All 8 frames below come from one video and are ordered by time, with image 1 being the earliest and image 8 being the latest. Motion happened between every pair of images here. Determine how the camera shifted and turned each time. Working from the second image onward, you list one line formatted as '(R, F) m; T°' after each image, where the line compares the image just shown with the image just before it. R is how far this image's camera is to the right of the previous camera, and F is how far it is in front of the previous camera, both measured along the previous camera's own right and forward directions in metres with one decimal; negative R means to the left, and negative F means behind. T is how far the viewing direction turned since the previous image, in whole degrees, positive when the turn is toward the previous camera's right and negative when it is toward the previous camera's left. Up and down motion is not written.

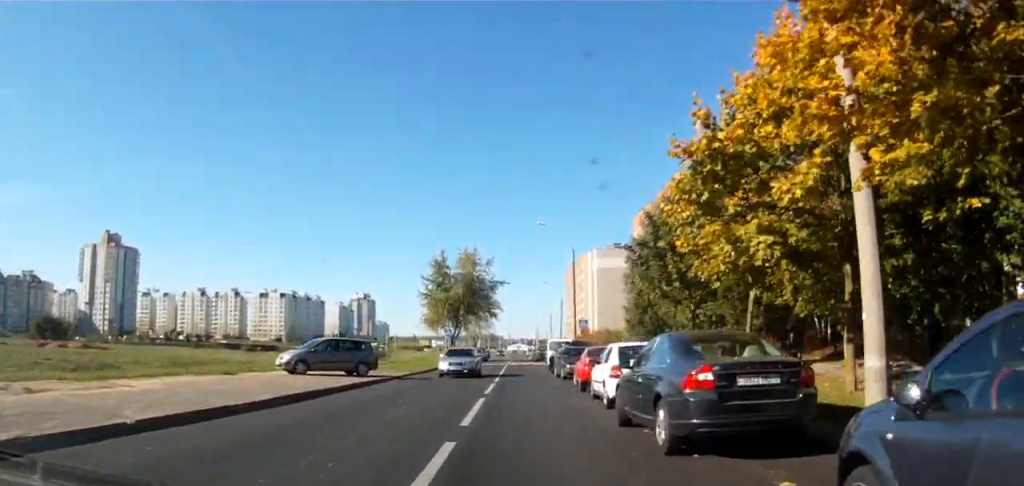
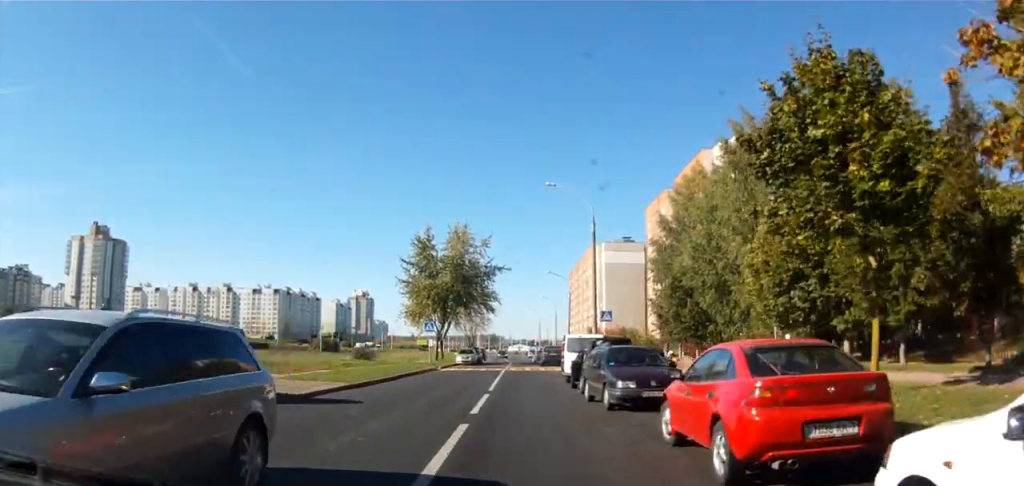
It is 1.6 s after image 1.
(0.0, +13.0) m; 0°
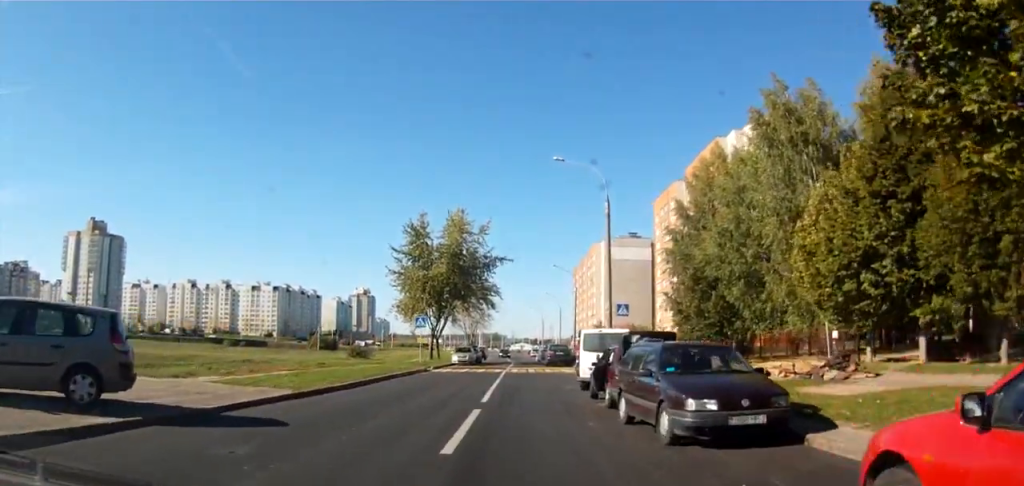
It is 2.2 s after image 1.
(0.0, +5.0) m; 0°
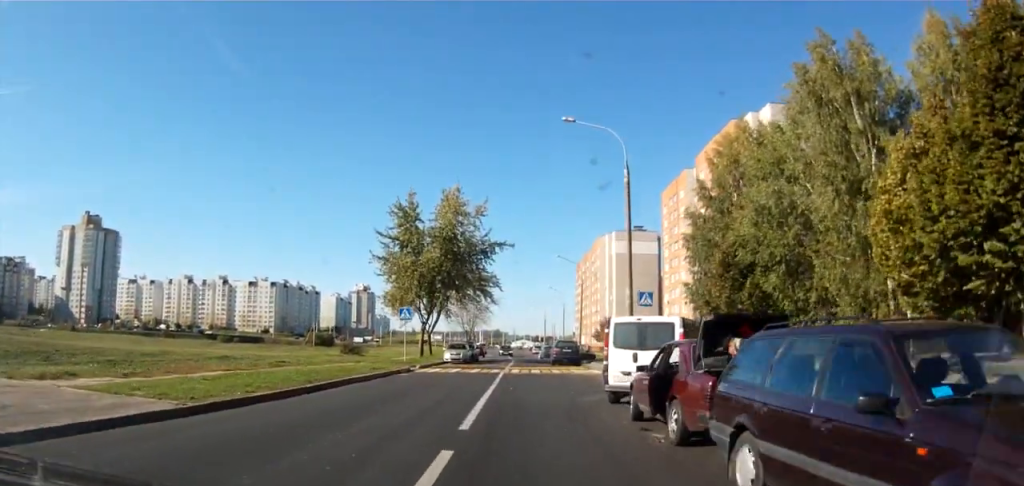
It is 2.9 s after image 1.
(0.0, +5.5) m; +1°
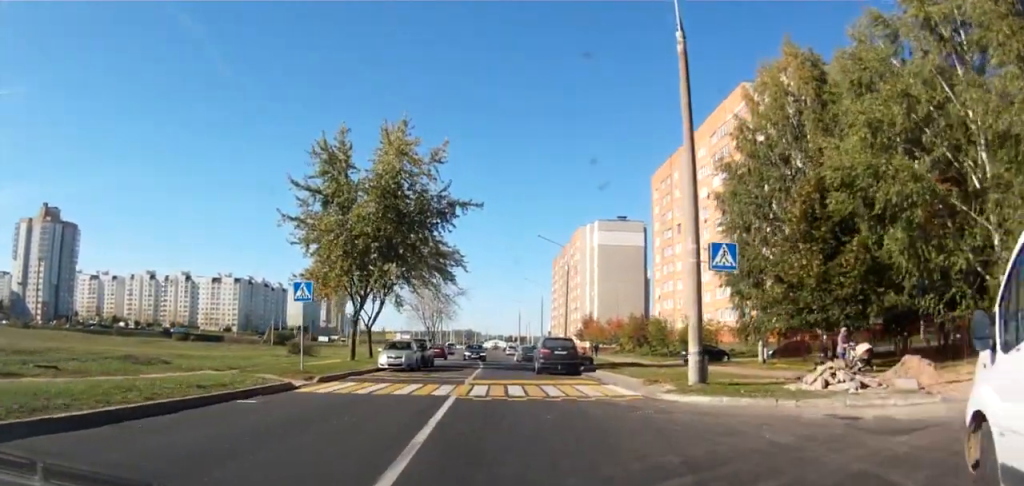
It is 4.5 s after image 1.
(+0.7, +13.5) m; +3°
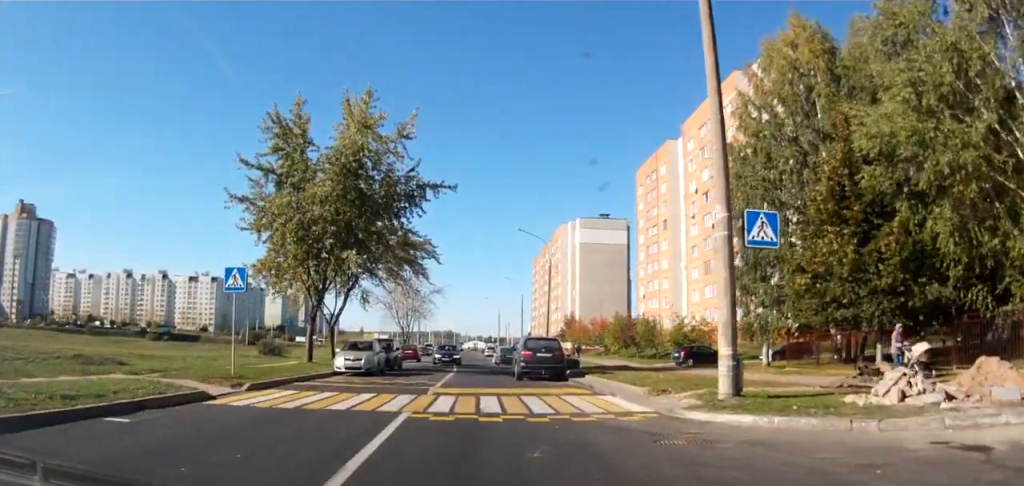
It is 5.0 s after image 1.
(-0.2, +4.3) m; -2°
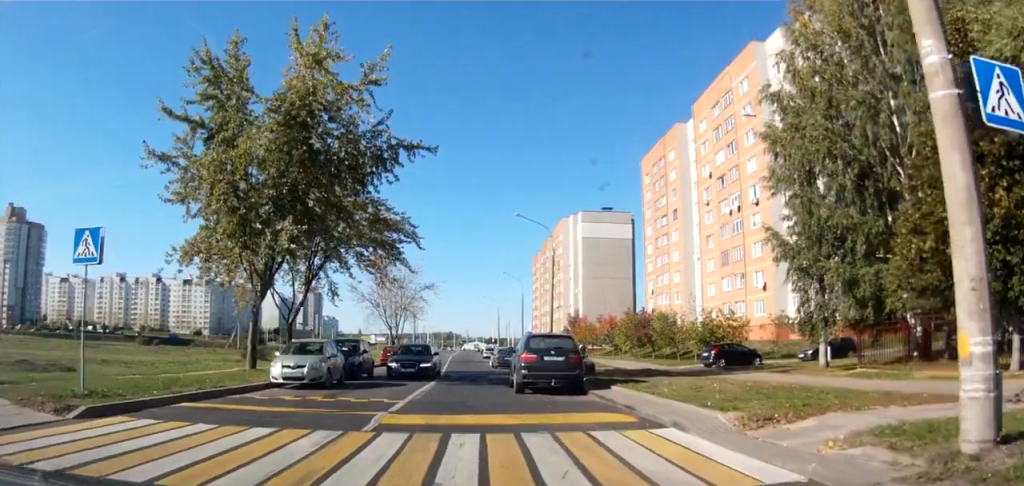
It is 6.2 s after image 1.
(-0.2, +8.0) m; -2°
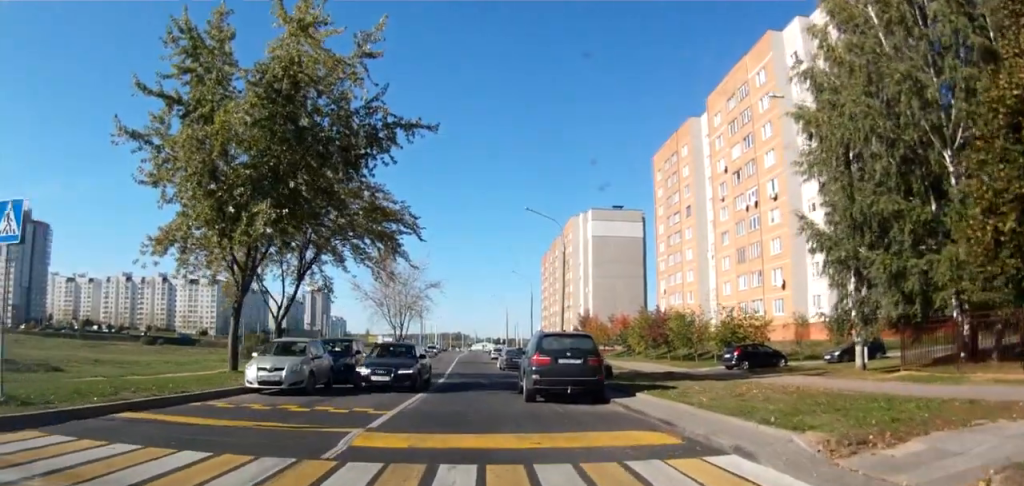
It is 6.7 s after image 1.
(0.0, +3.4) m; 0°
